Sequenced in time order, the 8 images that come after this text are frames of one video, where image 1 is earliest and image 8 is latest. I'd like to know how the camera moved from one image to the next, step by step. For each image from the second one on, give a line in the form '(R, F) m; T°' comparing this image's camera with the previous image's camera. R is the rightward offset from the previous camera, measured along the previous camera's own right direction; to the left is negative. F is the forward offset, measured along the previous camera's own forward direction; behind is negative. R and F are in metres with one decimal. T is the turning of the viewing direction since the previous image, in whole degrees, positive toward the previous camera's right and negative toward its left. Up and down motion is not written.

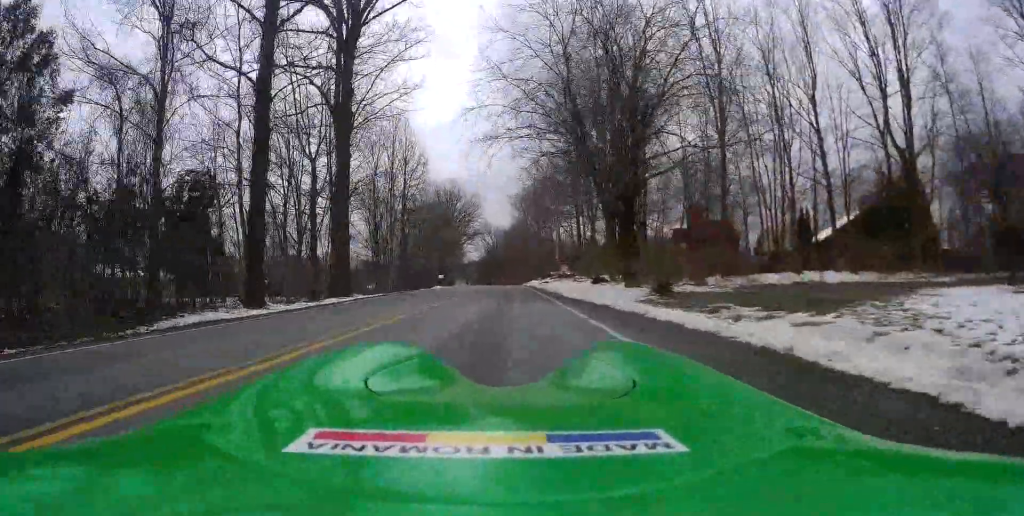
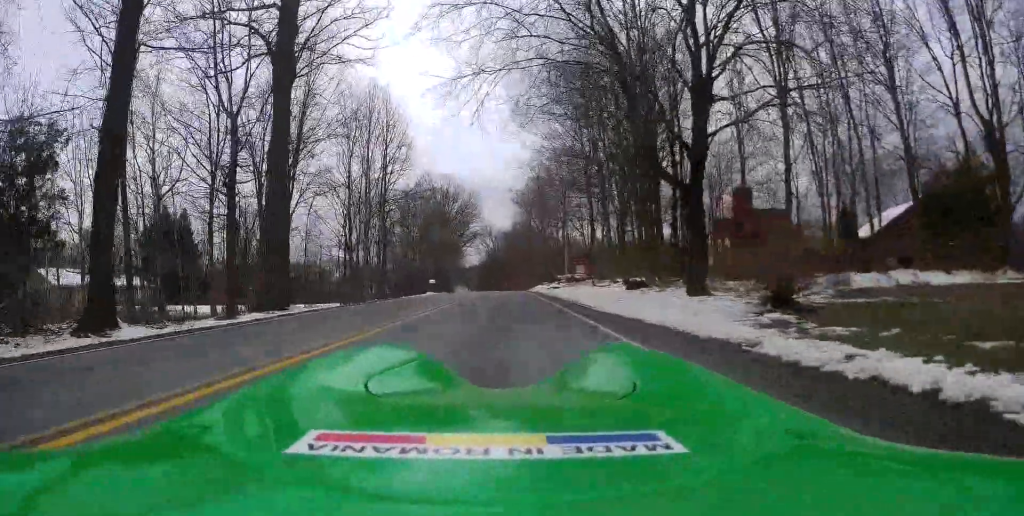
(+0.6, +9.1) m; +2°
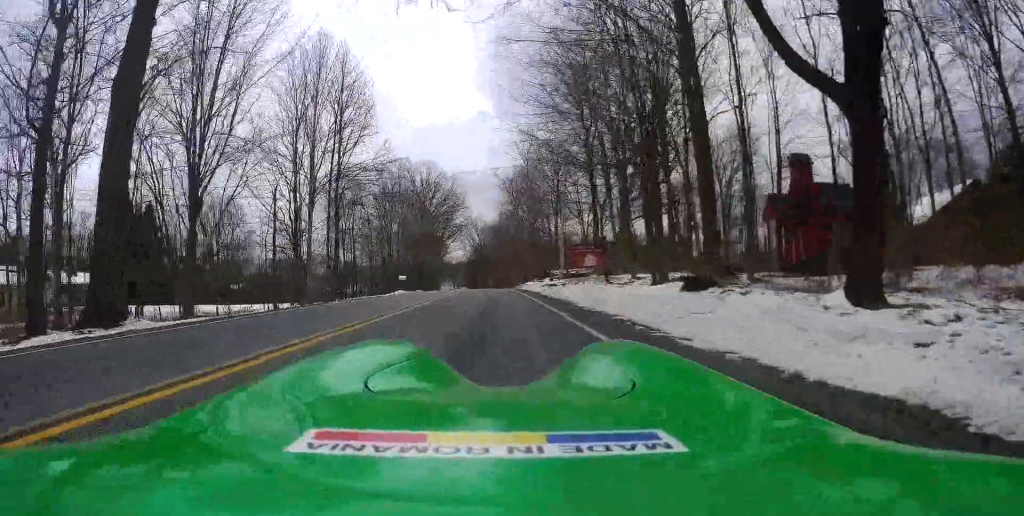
(-0.4, +8.2) m; -2°
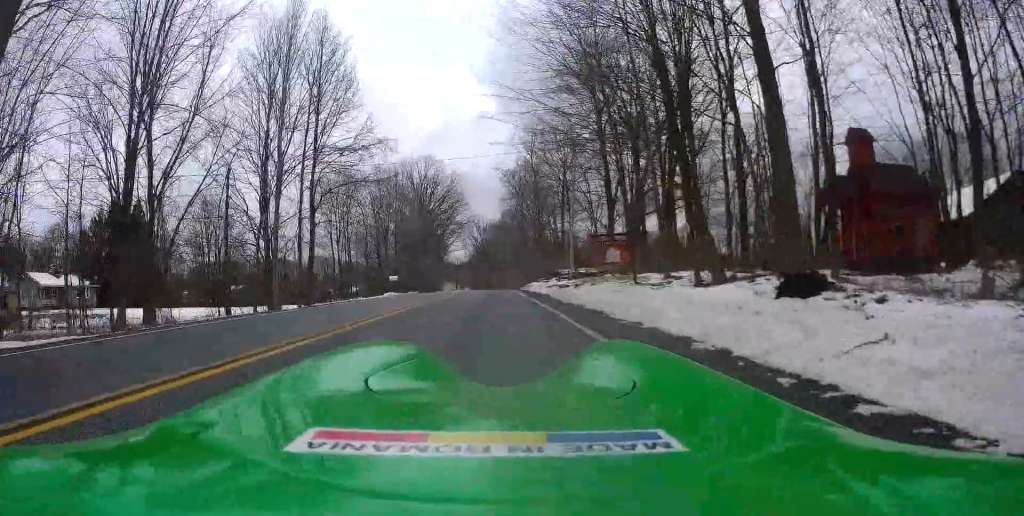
(+0.2, +4.4) m; -1°
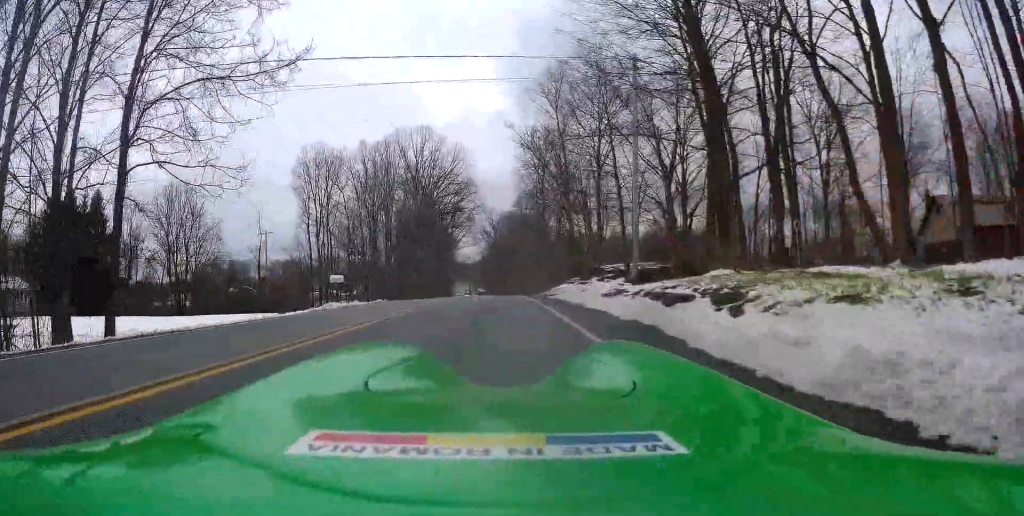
(-0.1, +15.4) m; -3°
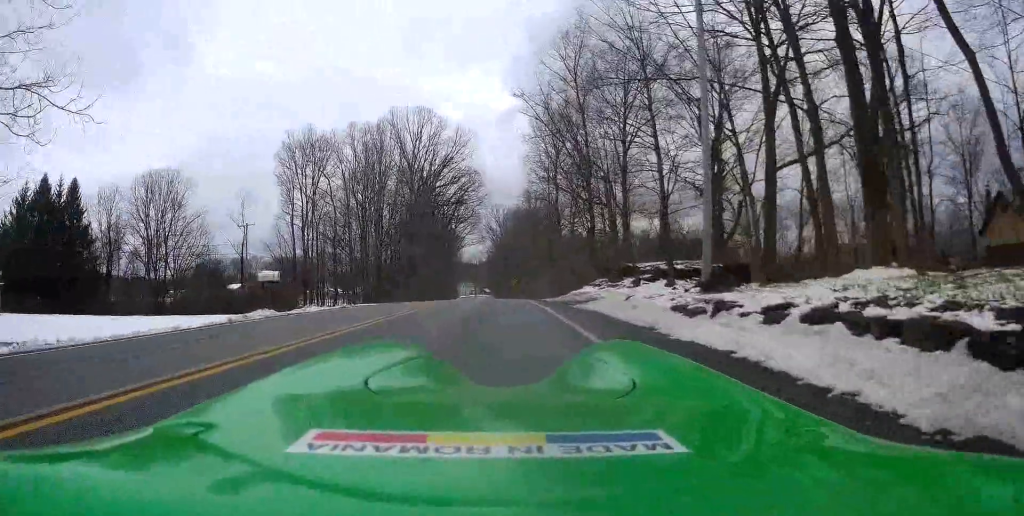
(-0.8, +7.5) m; -7°
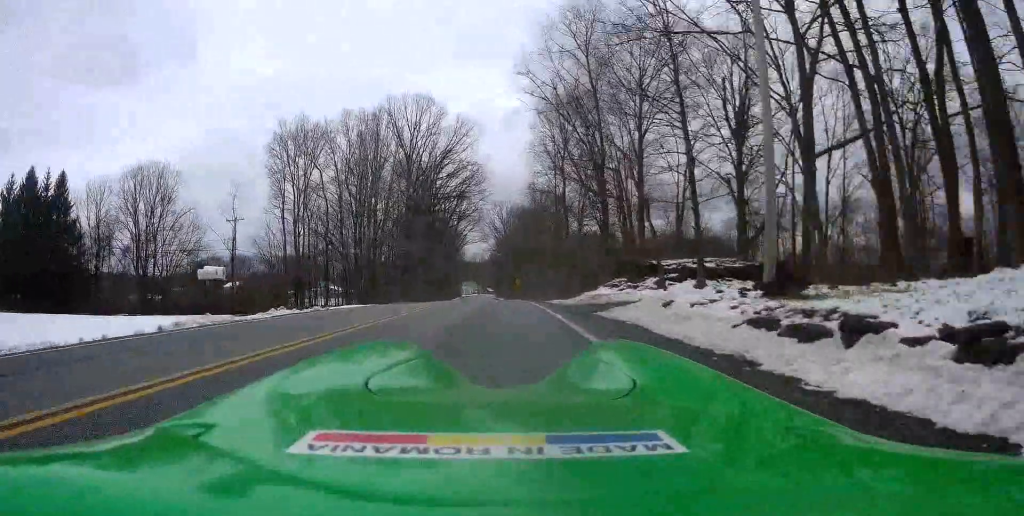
(-0.2, +3.9) m; +2°
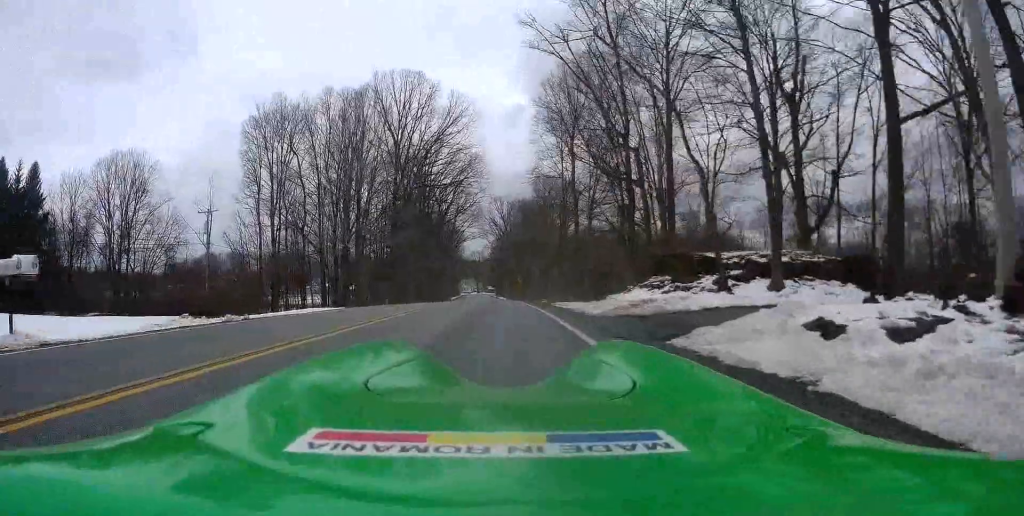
(+0.4, +6.7) m; +8°
